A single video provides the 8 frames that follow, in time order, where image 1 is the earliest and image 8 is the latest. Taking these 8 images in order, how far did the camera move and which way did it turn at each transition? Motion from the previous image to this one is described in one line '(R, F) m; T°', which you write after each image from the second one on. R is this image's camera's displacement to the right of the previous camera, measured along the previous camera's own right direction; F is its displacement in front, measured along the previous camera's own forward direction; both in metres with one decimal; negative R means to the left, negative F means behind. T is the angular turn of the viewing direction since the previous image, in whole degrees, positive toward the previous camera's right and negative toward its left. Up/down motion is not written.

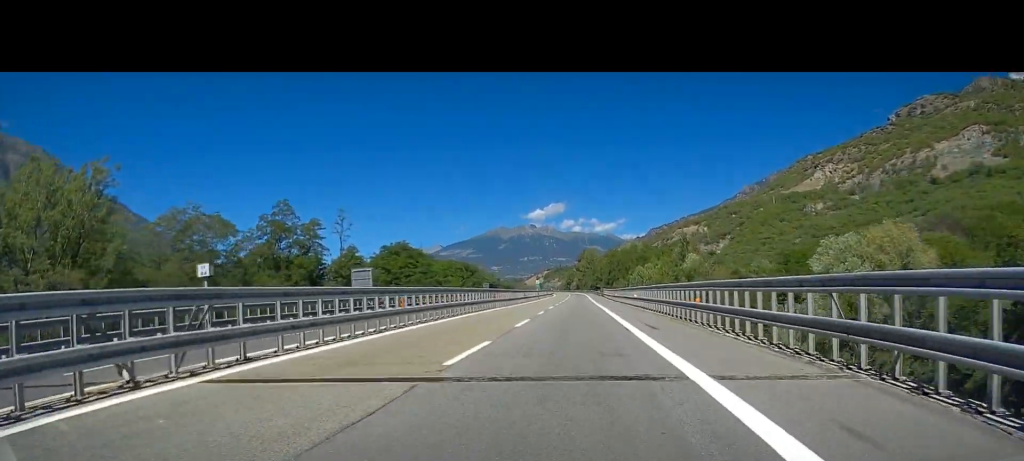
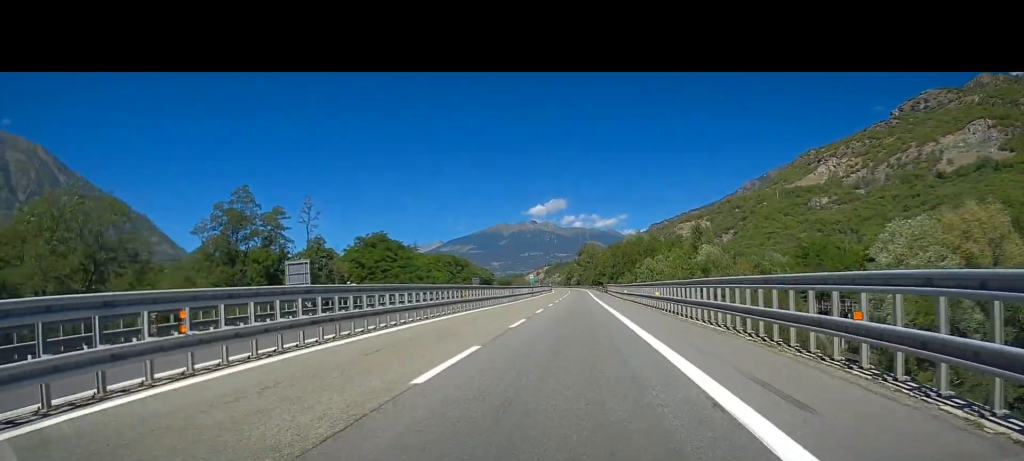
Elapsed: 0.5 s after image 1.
(+0.1, +17.2) m; 0°
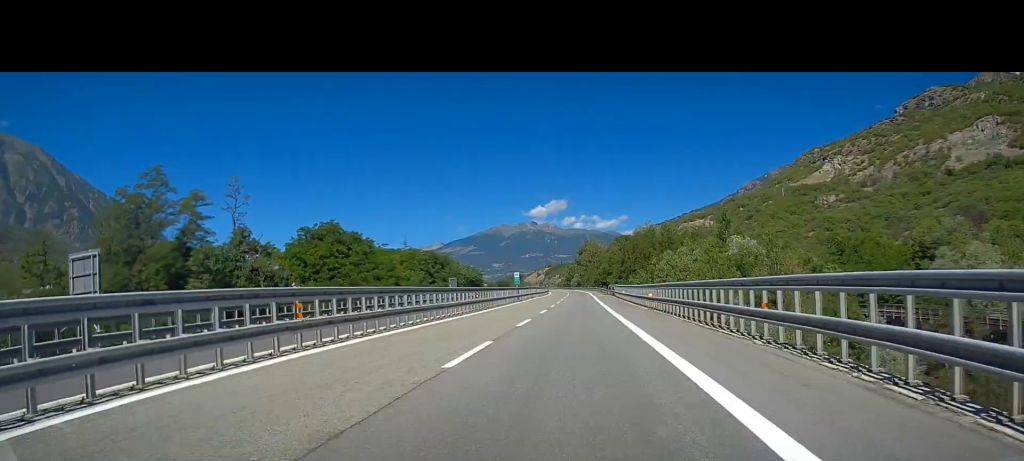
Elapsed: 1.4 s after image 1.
(+0.1, +25.9) m; 0°
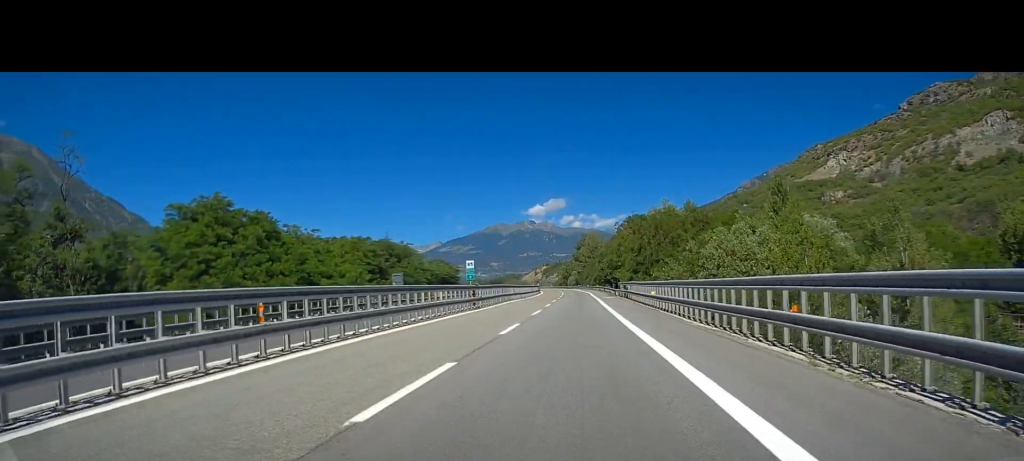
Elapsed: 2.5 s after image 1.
(+0.1, +31.4) m; 0°
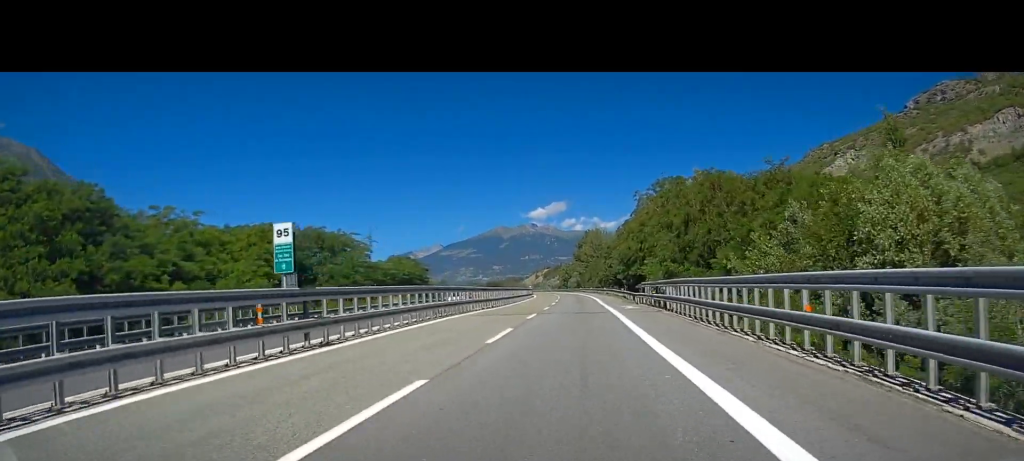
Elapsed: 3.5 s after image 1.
(0.0, +27.7) m; 0°
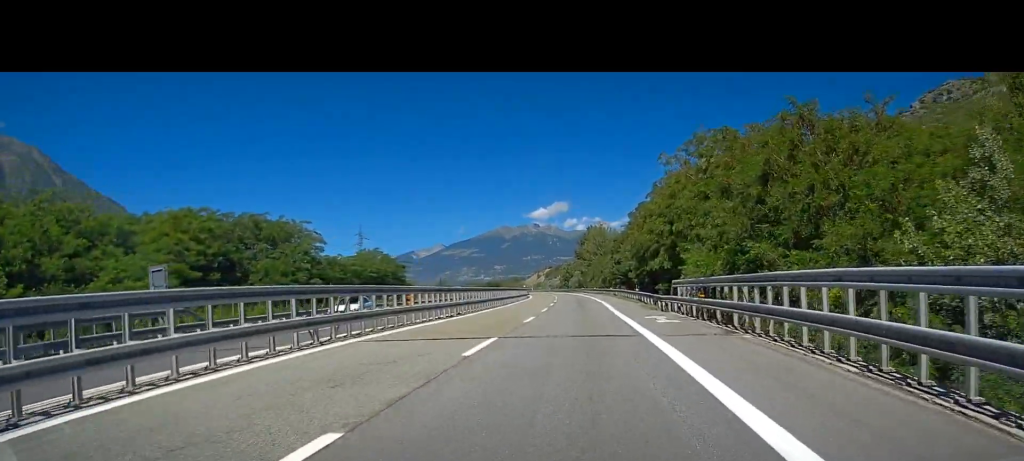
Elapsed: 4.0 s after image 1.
(0.0, +15.0) m; 0°
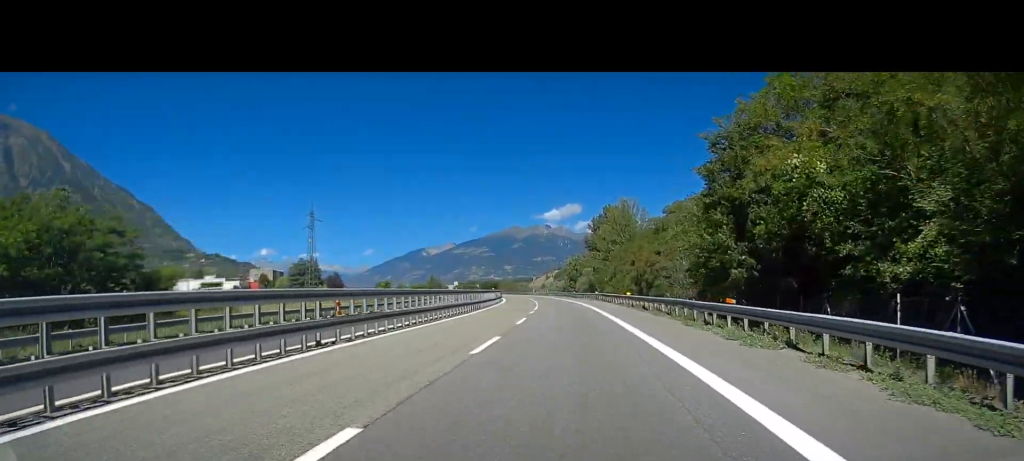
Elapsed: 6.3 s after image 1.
(-1.0, +58.6) m; -2°
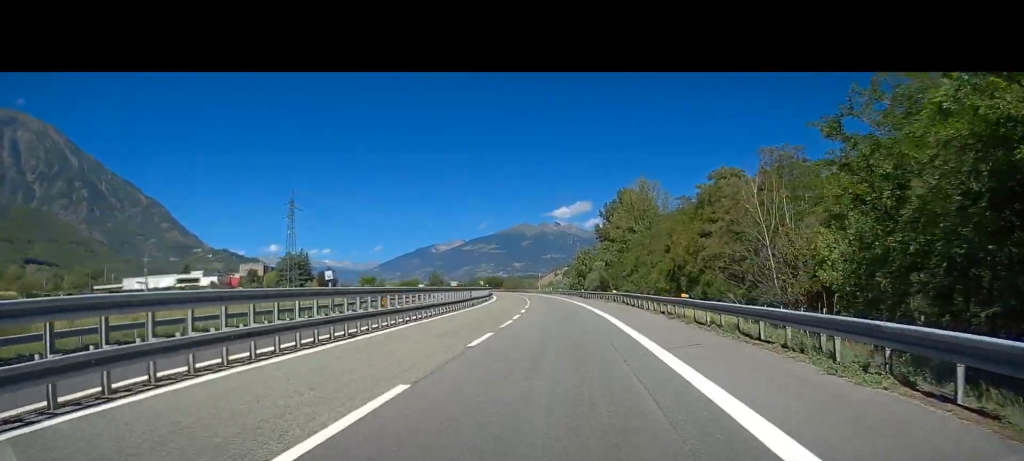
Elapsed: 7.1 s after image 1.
(0.0, +21.4) m; -1°
